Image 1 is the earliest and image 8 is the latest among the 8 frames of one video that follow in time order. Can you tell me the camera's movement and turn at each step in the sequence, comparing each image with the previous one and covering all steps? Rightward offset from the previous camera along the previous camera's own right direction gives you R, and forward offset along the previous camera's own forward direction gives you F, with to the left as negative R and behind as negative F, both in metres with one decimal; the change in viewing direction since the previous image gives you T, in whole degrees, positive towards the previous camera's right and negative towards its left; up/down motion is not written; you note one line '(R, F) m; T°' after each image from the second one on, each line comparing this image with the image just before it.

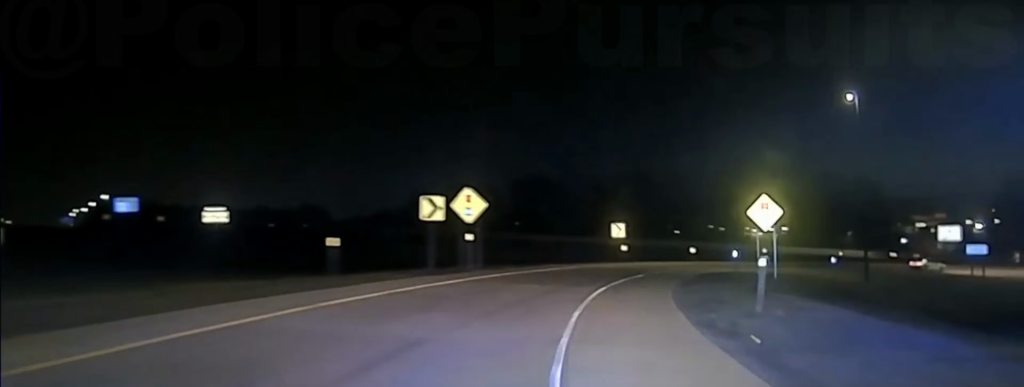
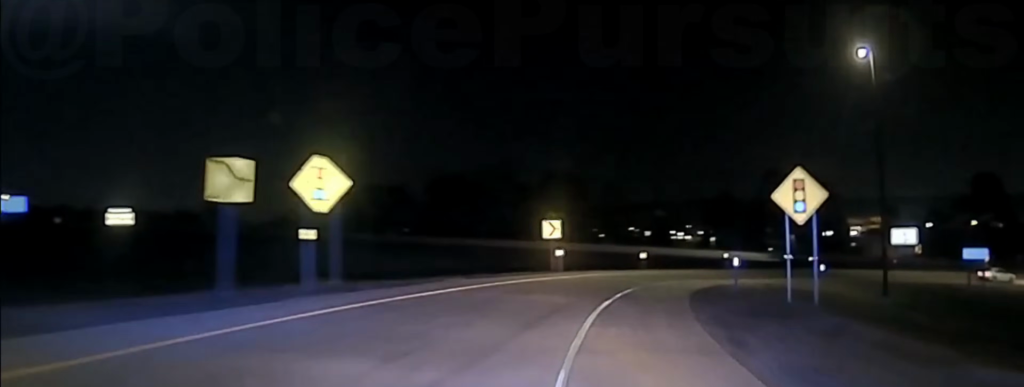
(+0.7, +14.7) m; +6°
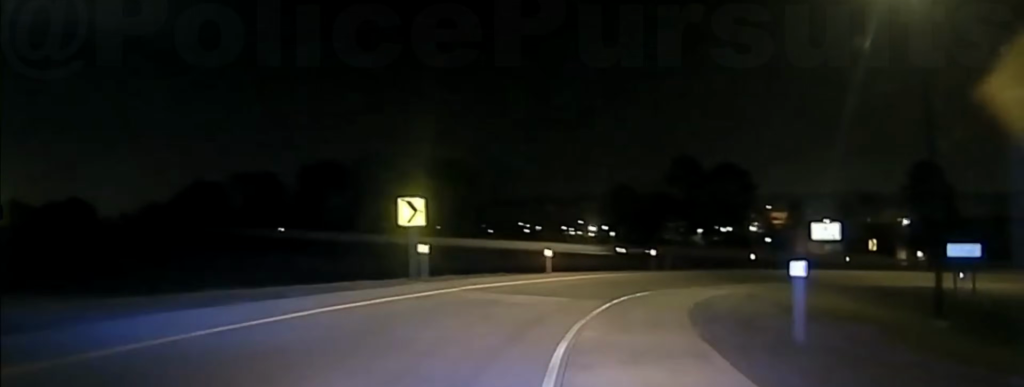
(+0.4, +17.9) m; +9°
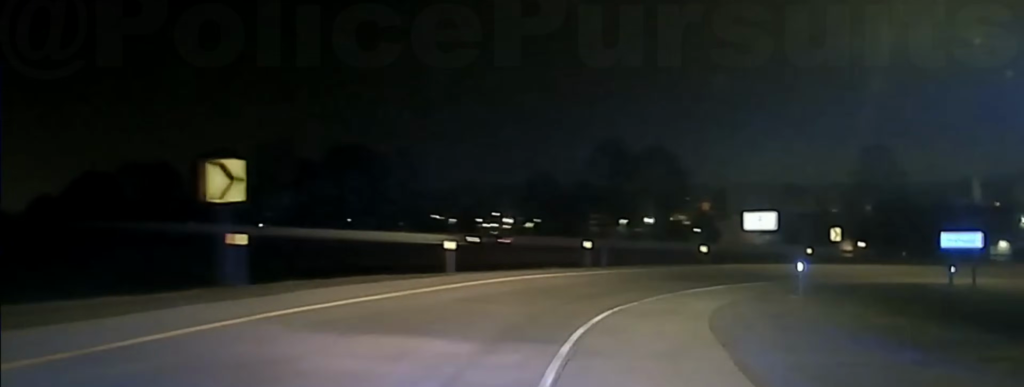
(+1.6, +11.5) m; +7°
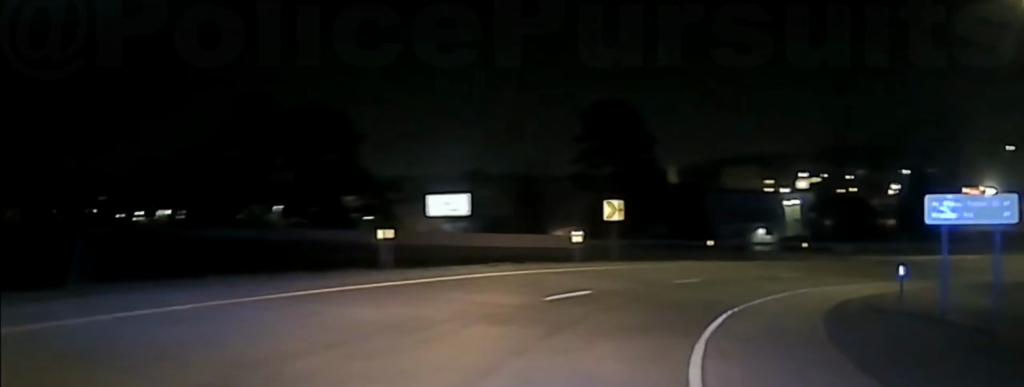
(+5.2, +30.7) m; +27°
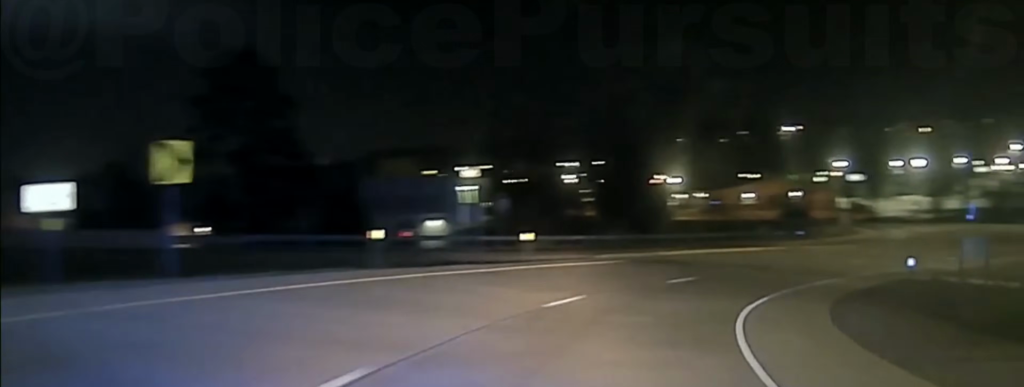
(+5.5, +21.5) m; +18°
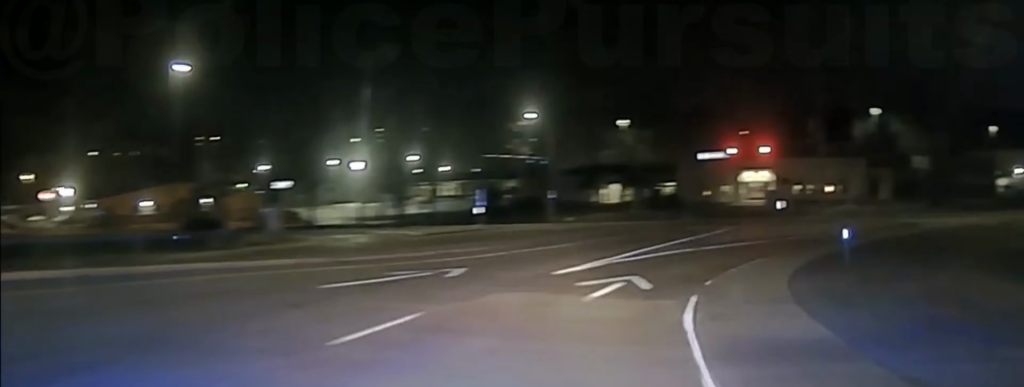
(+13.0, +41.0) m; +37°
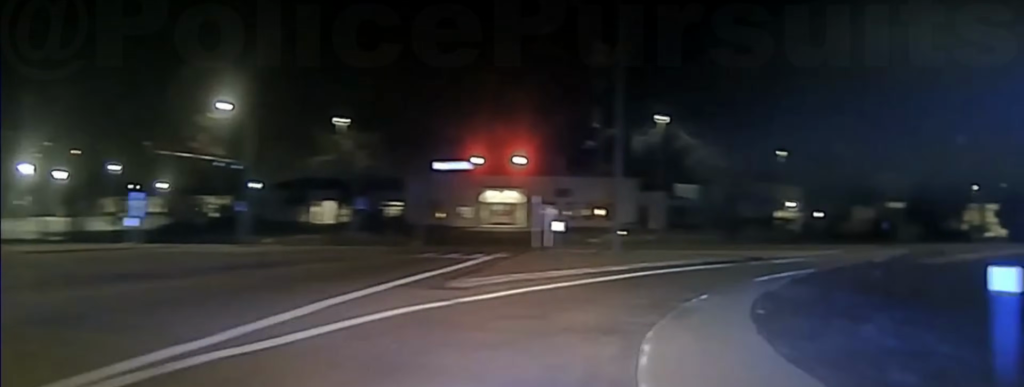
(+2.4, +19.6) m; +17°
